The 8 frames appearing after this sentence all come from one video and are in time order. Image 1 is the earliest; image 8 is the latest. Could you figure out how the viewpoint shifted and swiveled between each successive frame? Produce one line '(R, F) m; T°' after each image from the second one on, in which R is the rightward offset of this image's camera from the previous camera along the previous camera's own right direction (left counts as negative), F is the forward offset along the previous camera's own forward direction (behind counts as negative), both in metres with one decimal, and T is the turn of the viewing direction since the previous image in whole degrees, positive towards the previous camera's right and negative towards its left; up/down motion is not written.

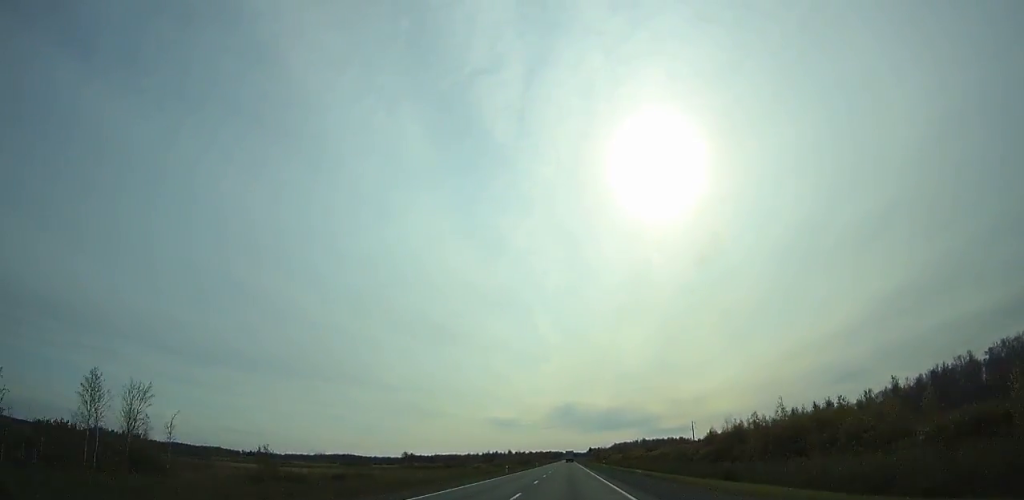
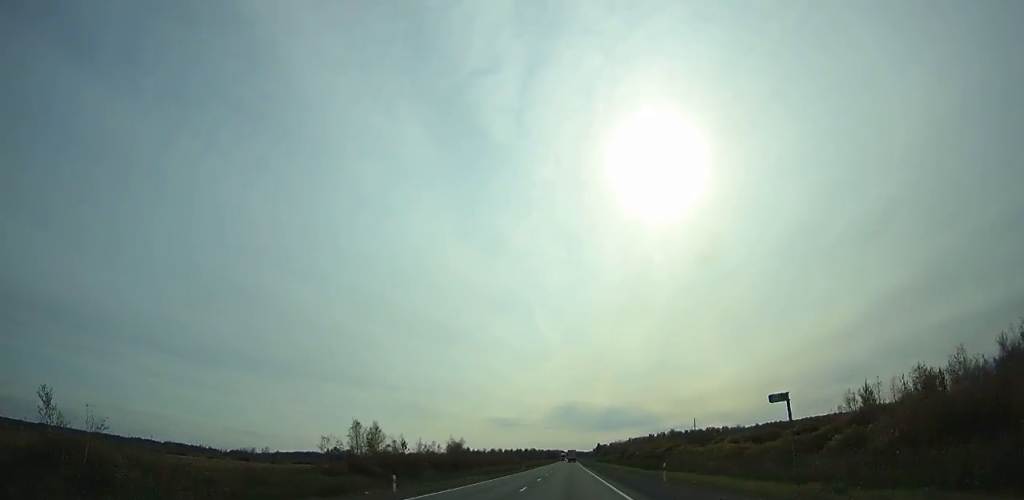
(0.0, +185.1) m; 0°
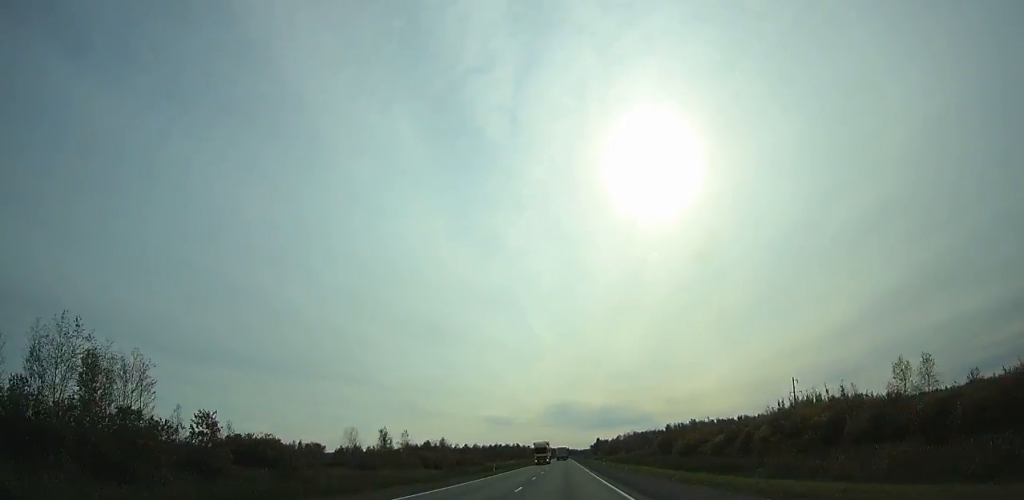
(-0.2, +107.0) m; 0°
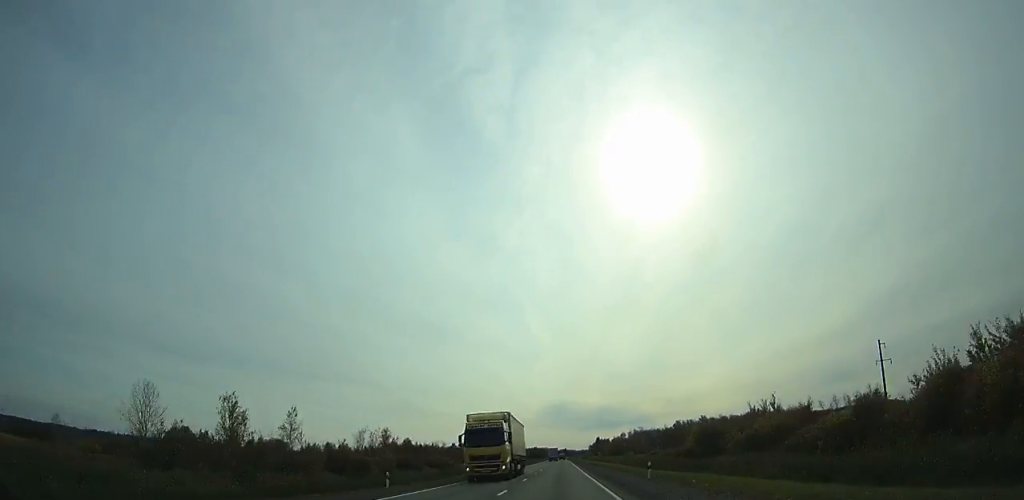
(0.0, +37.4) m; 0°
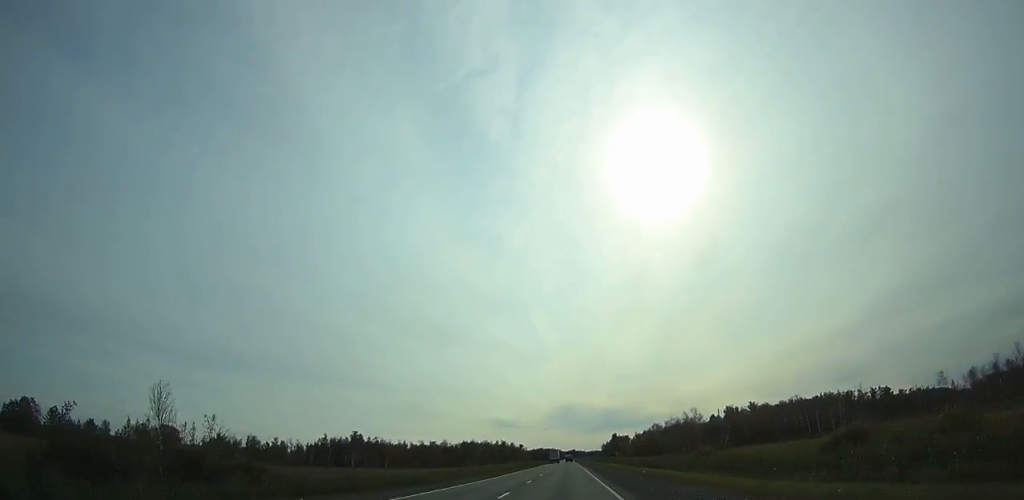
(+0.2, +84.8) m; 0°
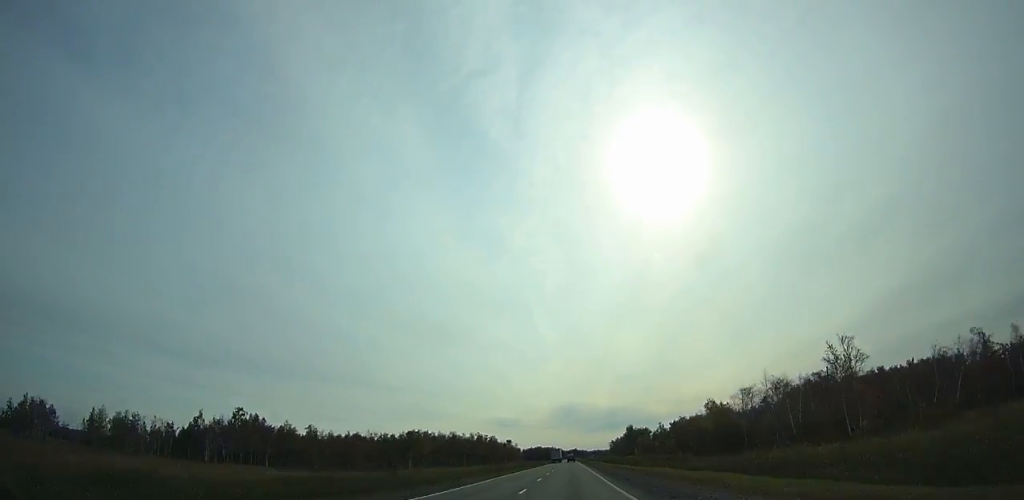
(-0.2, +81.2) m; 0°
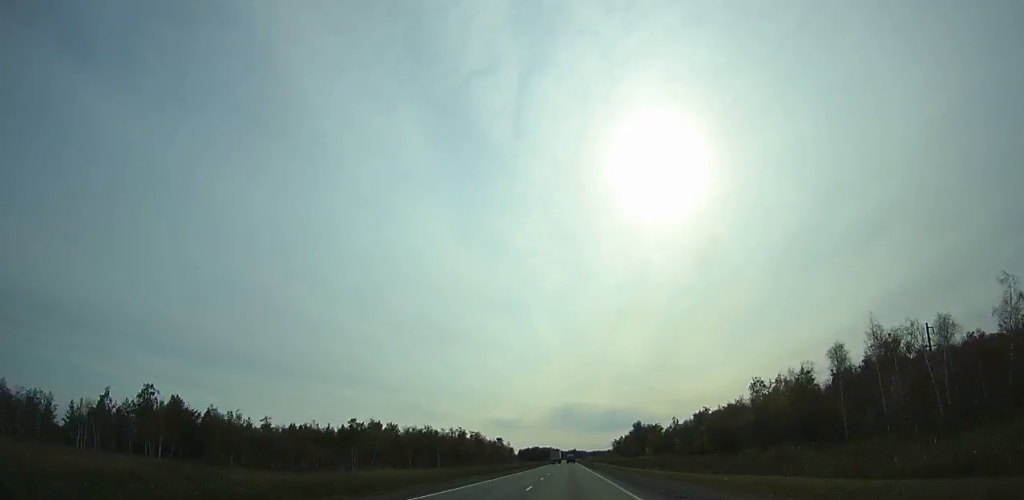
(-0.1, +33.6) m; 0°
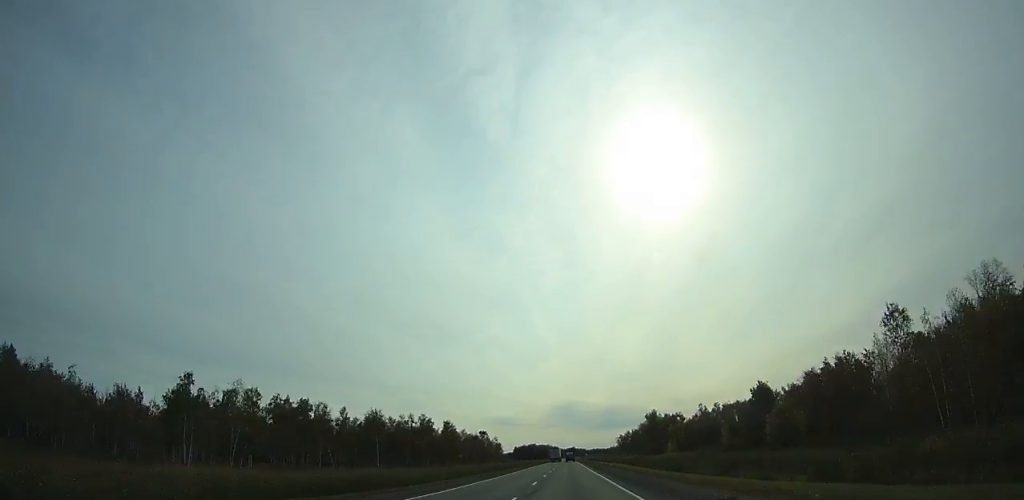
(-0.1, +43.8) m; 0°
